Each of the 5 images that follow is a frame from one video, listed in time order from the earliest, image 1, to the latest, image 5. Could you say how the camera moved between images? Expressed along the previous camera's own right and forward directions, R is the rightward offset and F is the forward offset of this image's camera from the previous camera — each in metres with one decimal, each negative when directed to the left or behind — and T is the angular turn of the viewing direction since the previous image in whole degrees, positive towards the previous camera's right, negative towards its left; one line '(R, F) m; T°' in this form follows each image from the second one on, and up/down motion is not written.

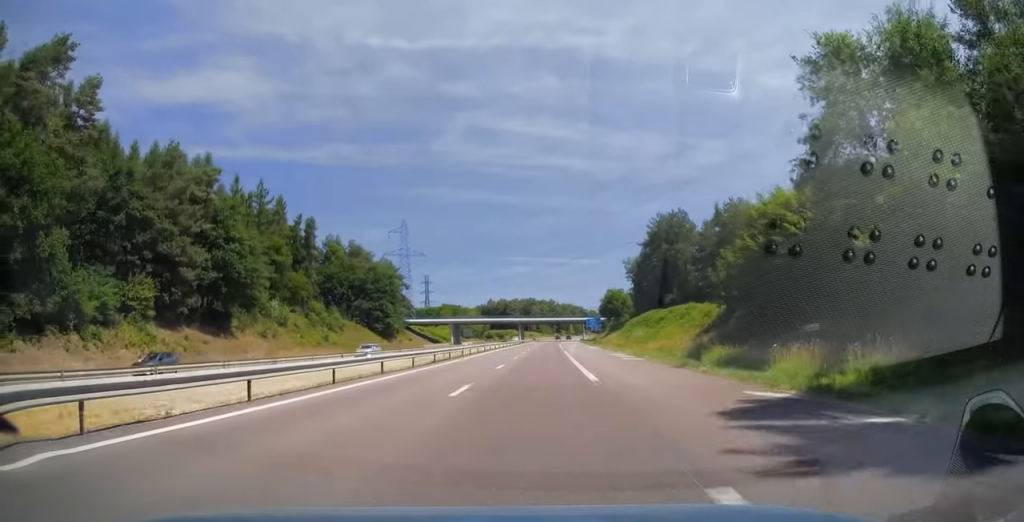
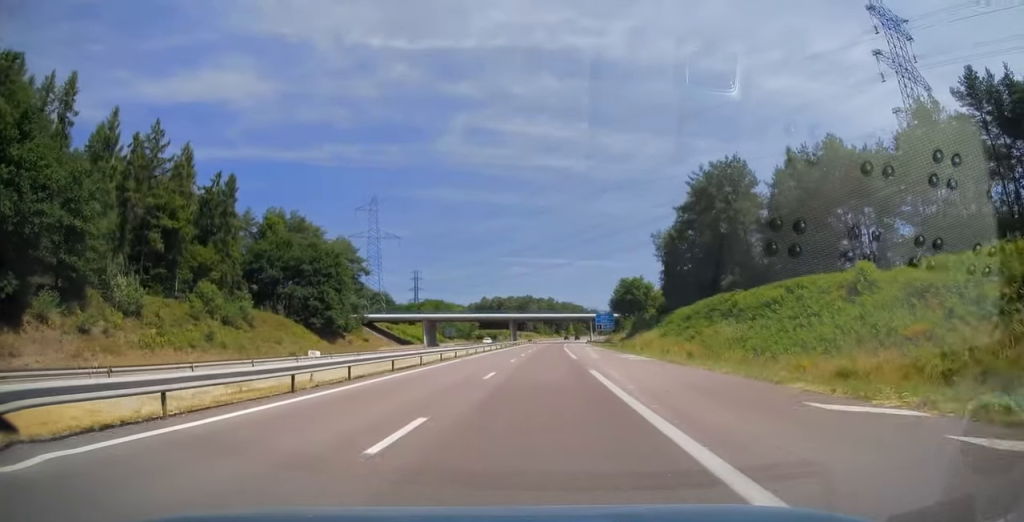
(0.0, +33.8) m; 0°
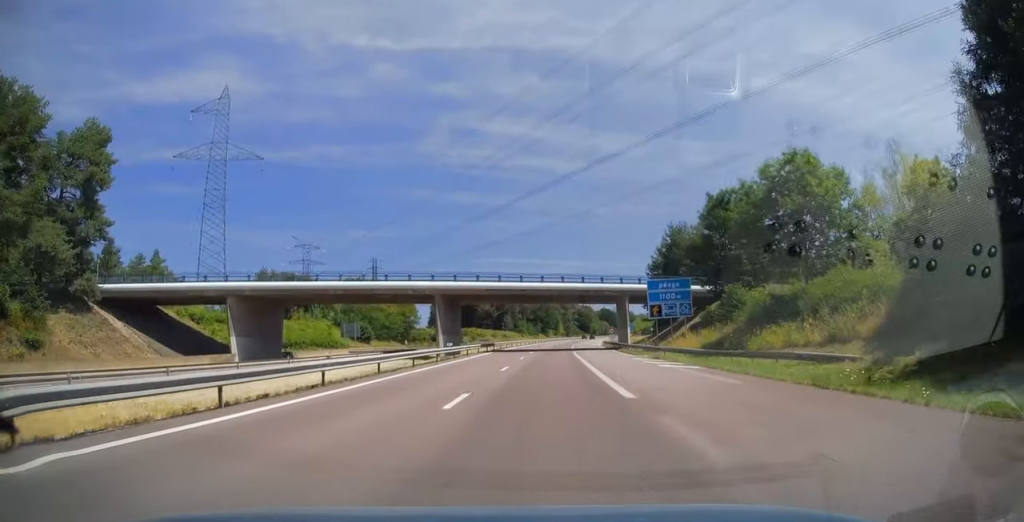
(+0.4, +74.8) m; +1°
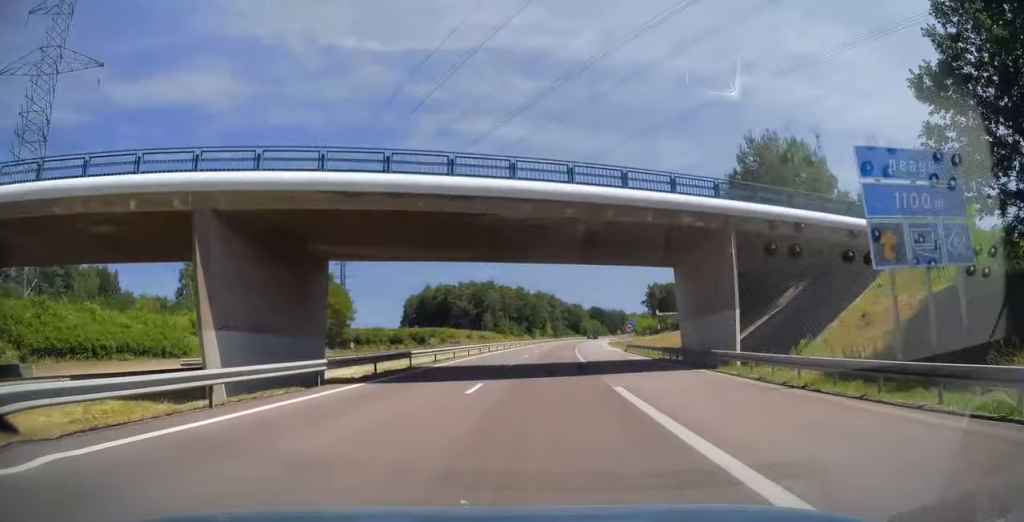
(+0.7, +36.3) m; +2°
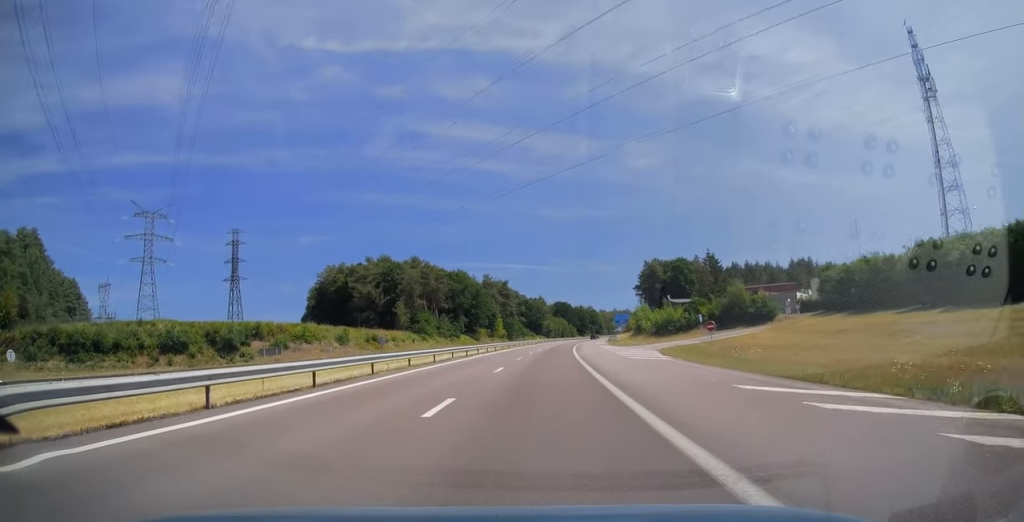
(+2.2, +83.3) m; +4°
